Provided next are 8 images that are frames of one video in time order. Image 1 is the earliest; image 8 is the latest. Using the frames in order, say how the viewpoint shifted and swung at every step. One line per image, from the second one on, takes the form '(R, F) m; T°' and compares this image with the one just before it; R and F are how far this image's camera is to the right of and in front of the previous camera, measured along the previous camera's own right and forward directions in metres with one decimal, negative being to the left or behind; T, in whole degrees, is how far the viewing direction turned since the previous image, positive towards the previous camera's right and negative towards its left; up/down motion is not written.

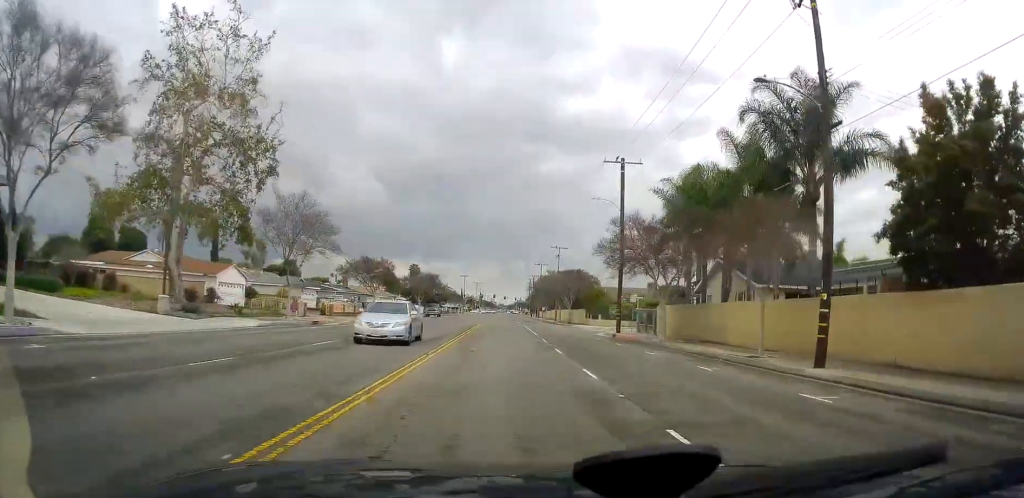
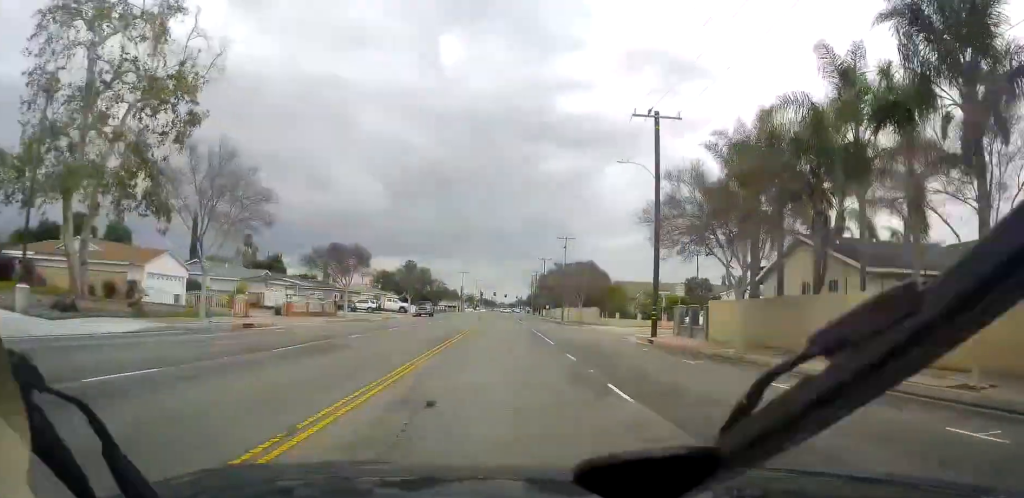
(0.0, +10.9) m; 0°
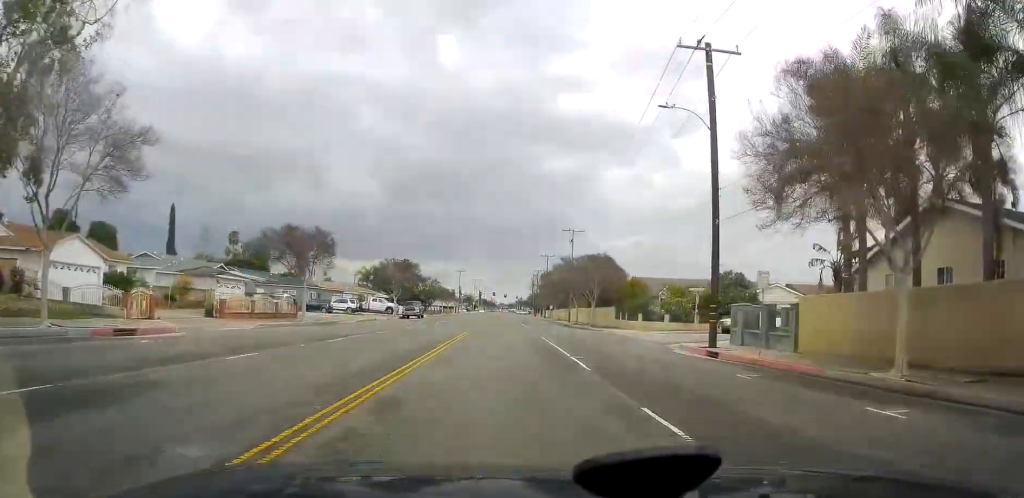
(0.0, +10.3) m; 0°
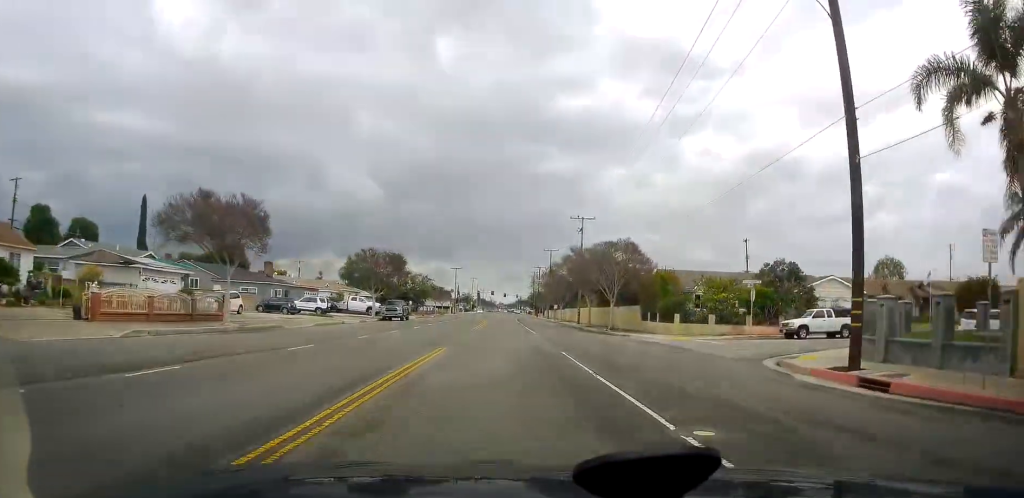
(0.0, +11.2) m; 0°
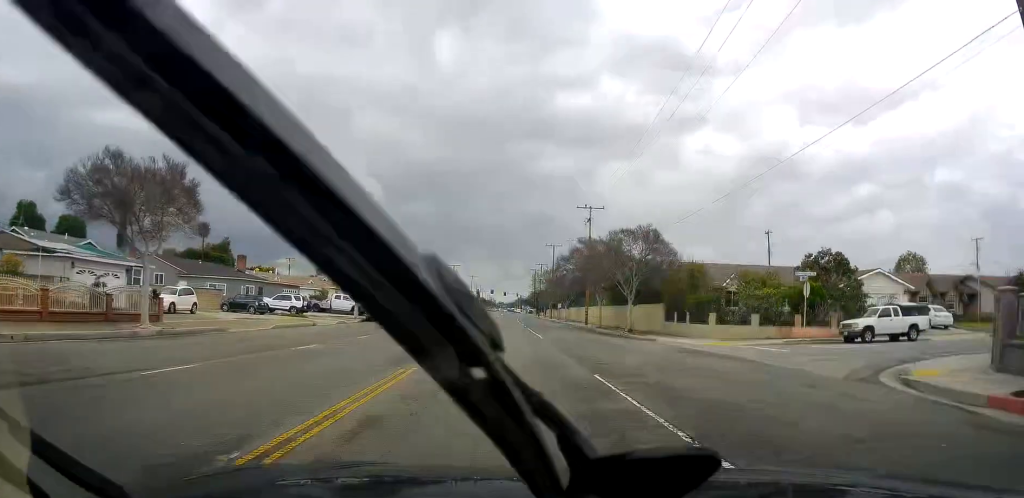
(0.0, +7.1) m; 0°
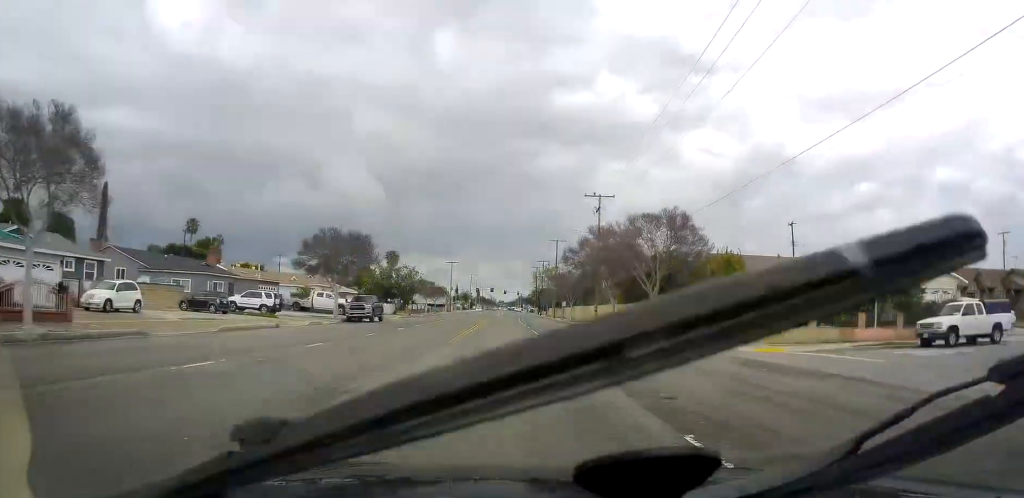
(0.0, +6.5) m; 0°
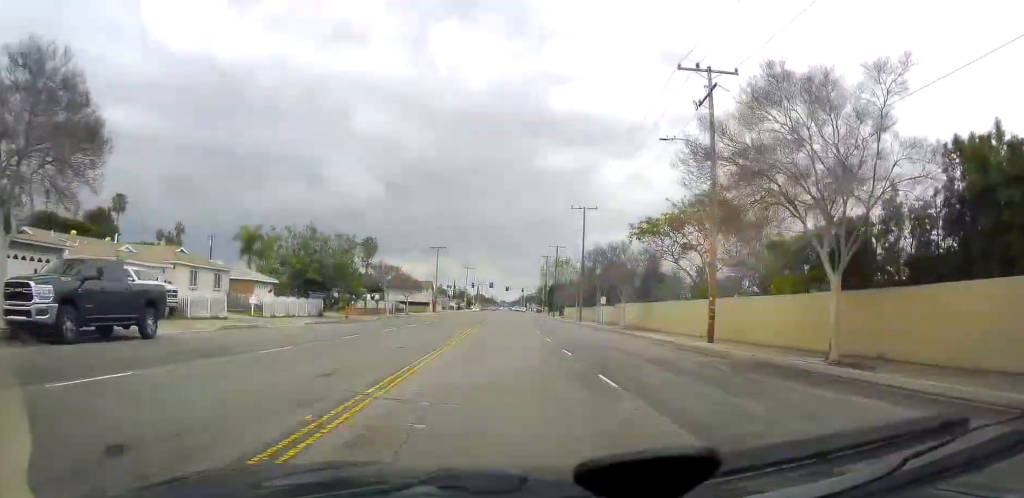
(0.0, +33.5) m; +2°
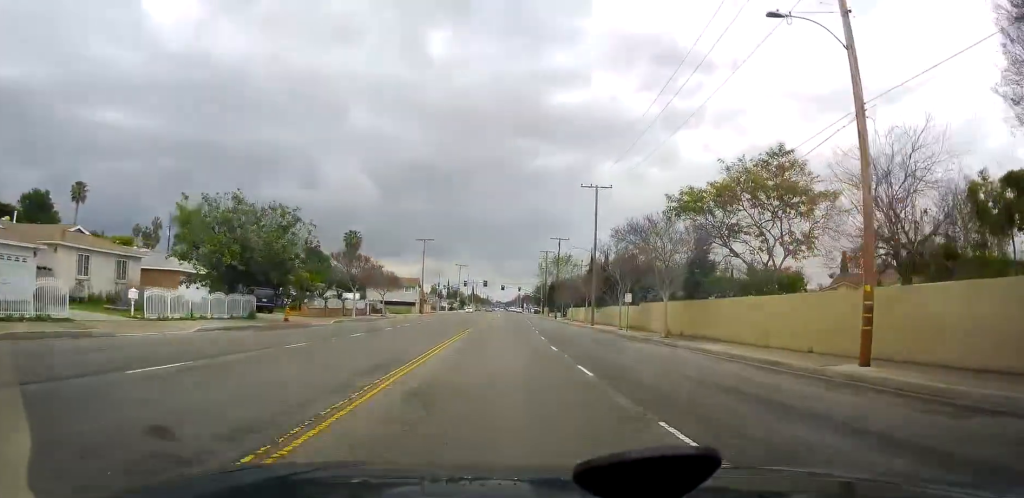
(+0.3, +12.7) m; +2°
